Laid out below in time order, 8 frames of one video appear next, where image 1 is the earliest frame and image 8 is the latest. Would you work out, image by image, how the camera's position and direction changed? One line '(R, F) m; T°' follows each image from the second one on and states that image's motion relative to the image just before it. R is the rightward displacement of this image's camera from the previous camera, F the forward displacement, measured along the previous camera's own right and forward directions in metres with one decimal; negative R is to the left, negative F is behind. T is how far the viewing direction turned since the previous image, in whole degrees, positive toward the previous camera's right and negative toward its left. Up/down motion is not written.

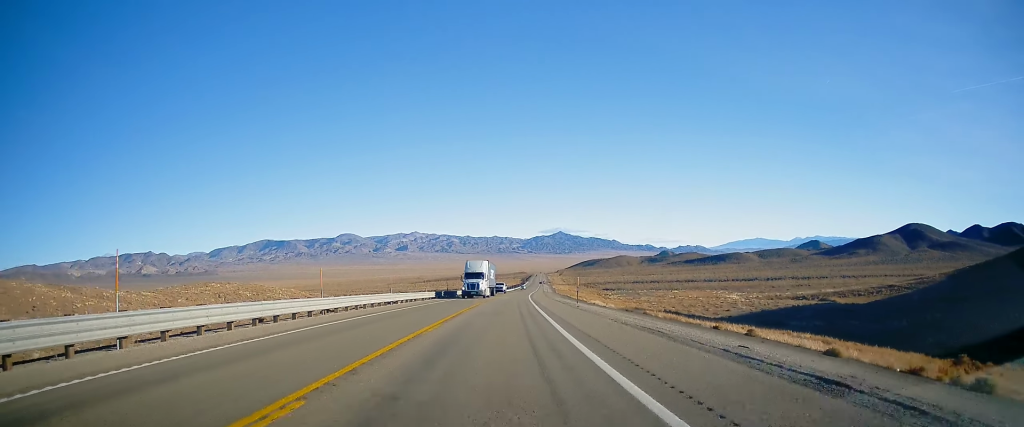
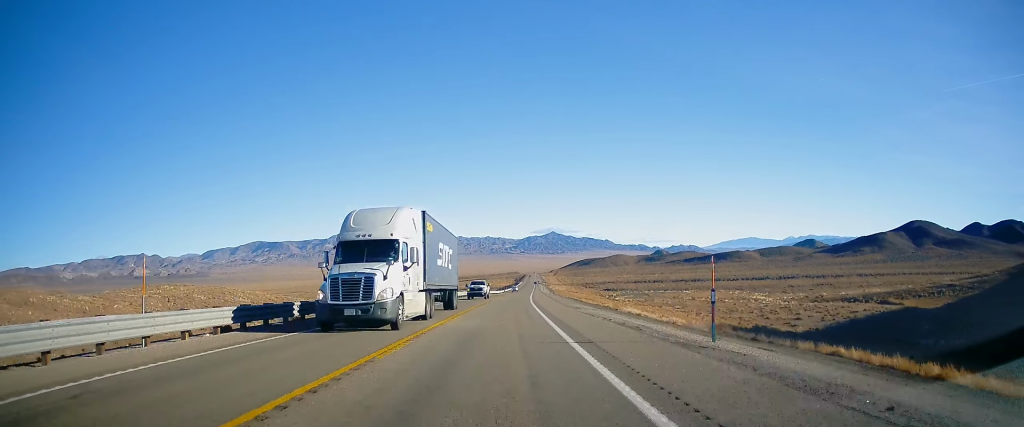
(0.0, +29.0) m; +1°
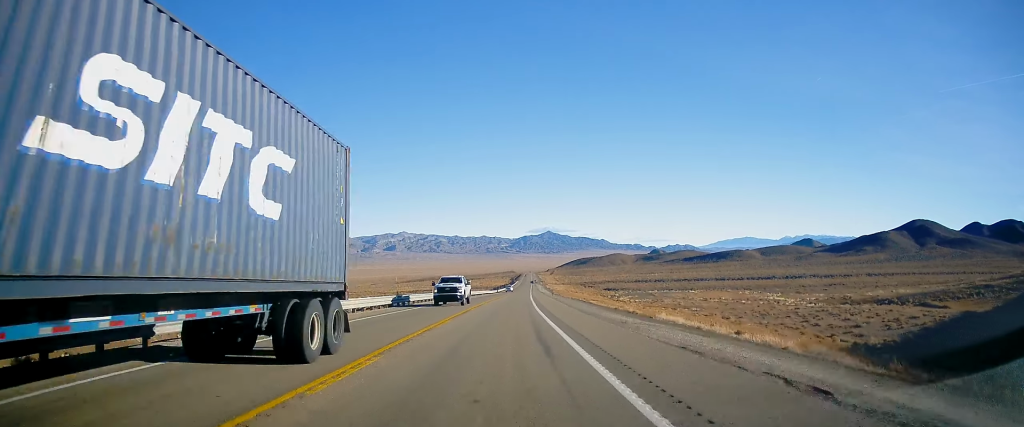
(-0.2, +15.1) m; 0°
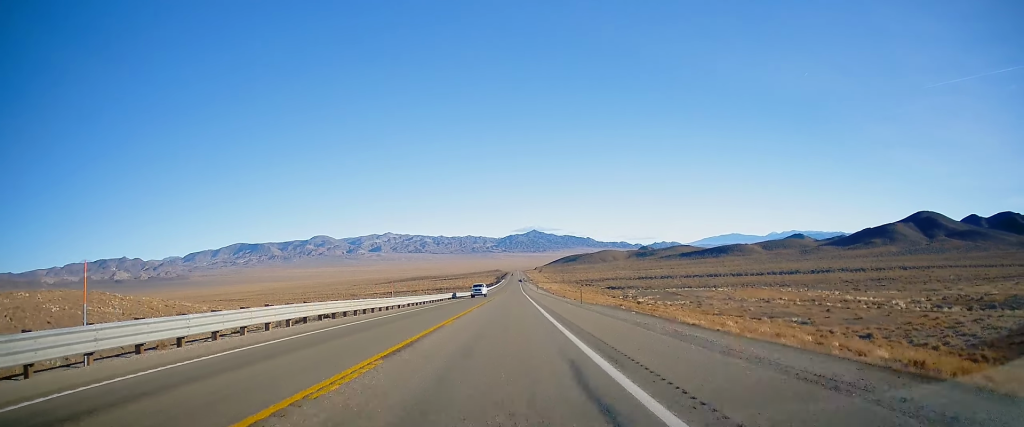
(+1.4, +48.3) m; +2°
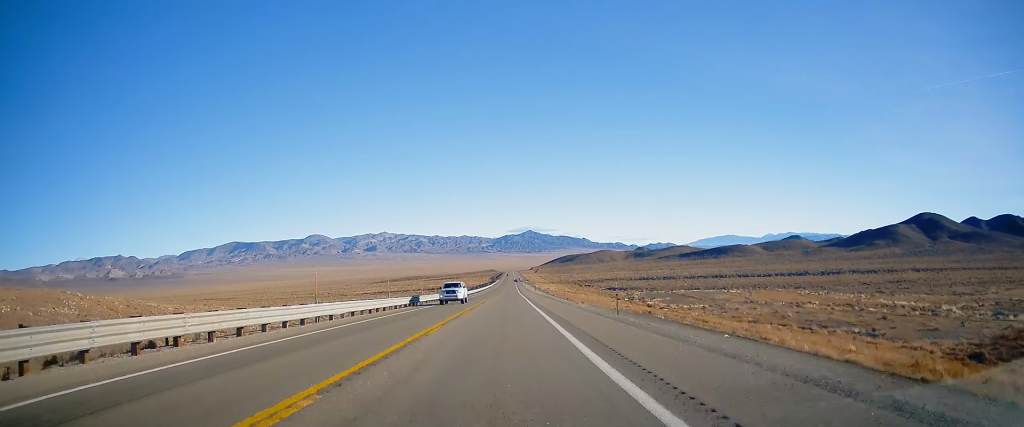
(+0.2, +15.5) m; 0°
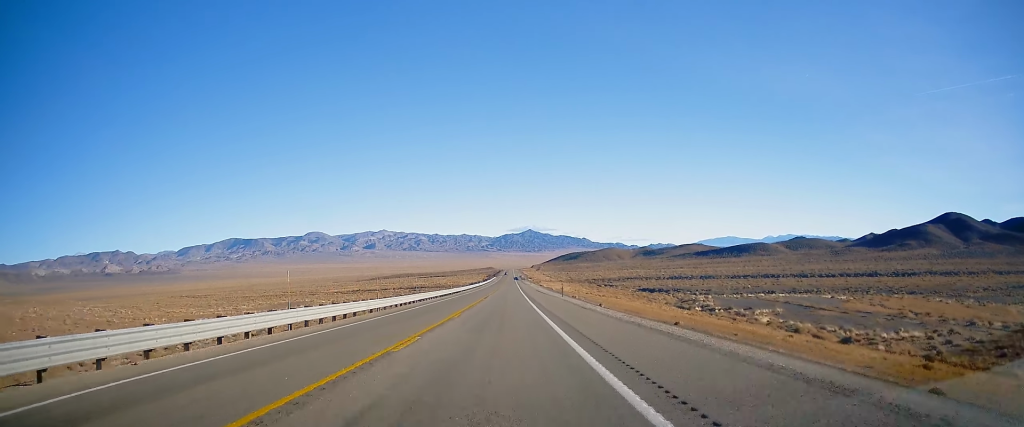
(-0.1, +63.7) m; 0°
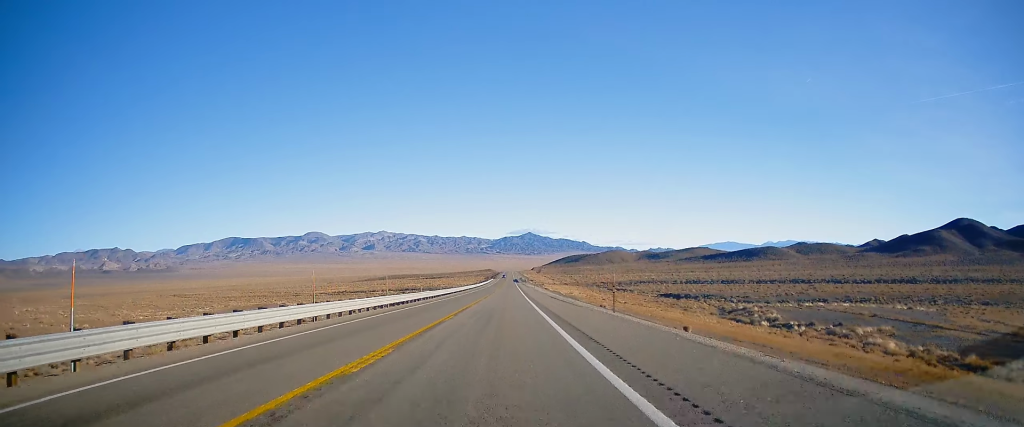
(0.0, +27.4) m; 0°
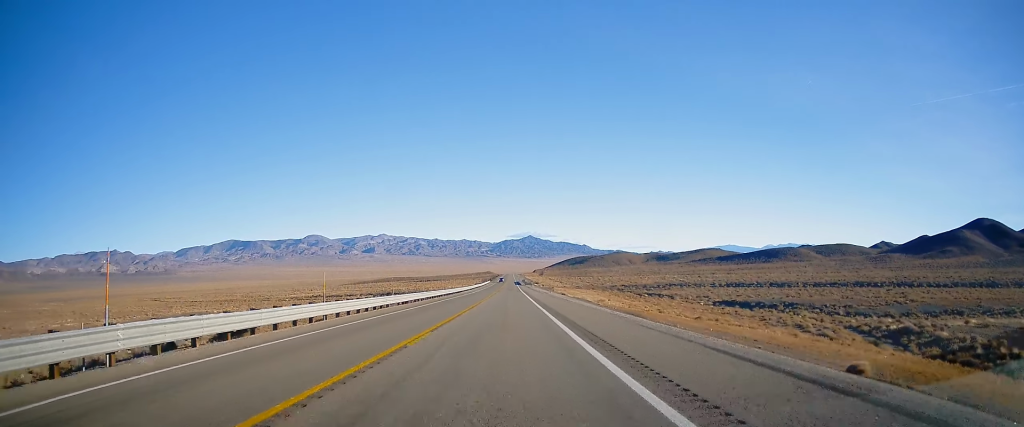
(0.0, +44.3) m; 0°
